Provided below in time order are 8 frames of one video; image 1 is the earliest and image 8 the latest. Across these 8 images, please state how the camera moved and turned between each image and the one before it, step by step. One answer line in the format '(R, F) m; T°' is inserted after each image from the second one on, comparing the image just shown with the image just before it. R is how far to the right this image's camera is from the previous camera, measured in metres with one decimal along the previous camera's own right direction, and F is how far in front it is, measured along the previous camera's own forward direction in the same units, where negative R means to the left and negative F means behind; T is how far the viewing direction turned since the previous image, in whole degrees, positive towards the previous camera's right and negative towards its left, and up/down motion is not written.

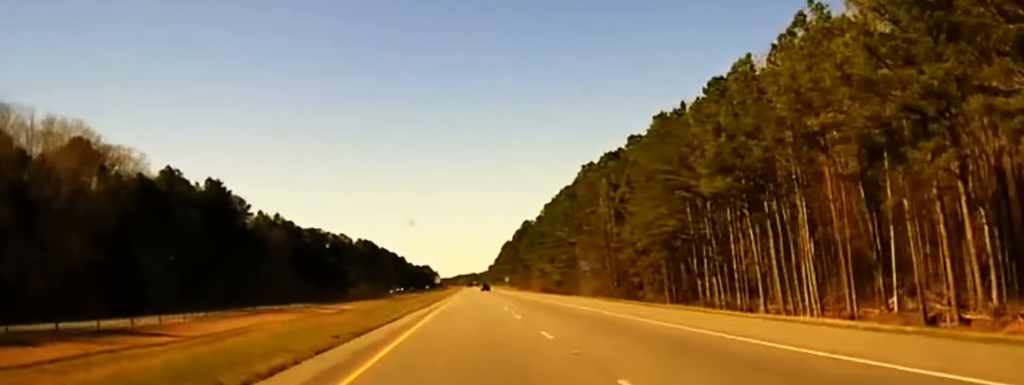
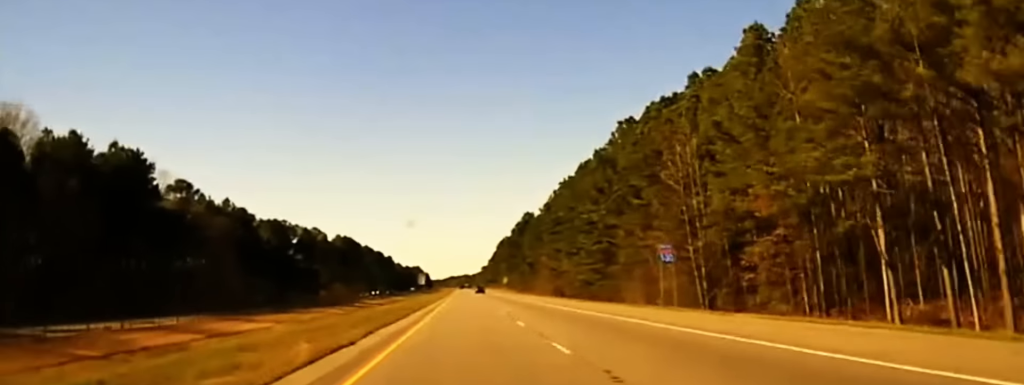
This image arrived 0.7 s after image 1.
(+0.2, +40.5) m; 0°
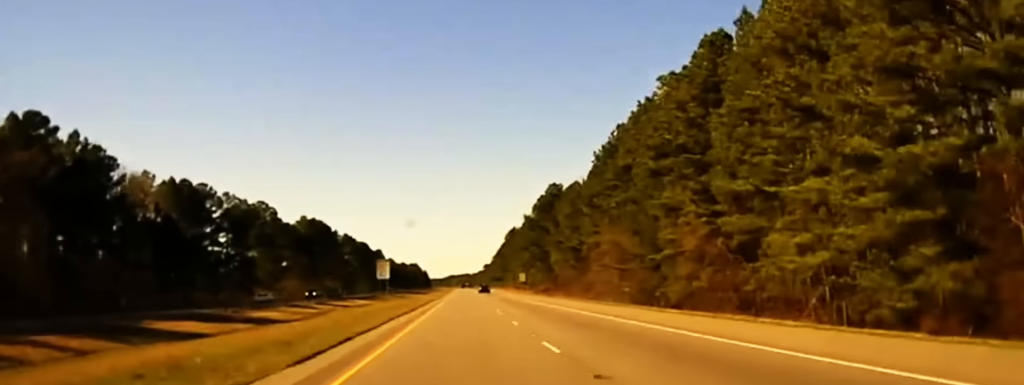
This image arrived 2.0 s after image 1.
(-0.7, +72.5) m; -1°
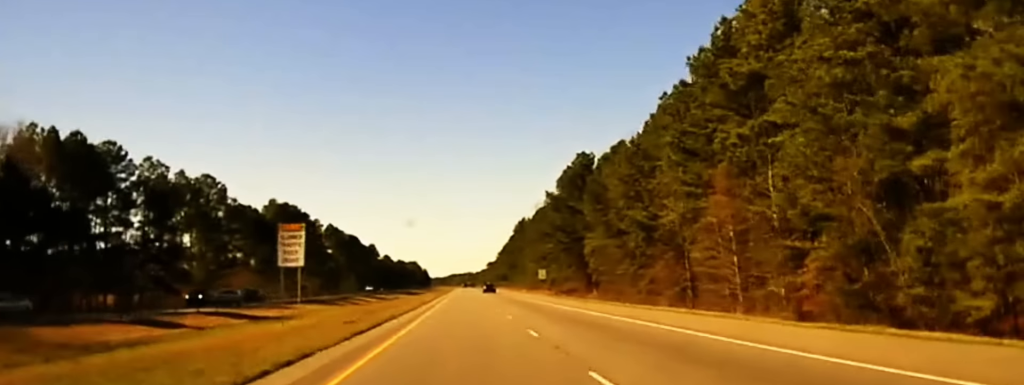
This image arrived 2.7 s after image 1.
(0.0, +43.5) m; 0°
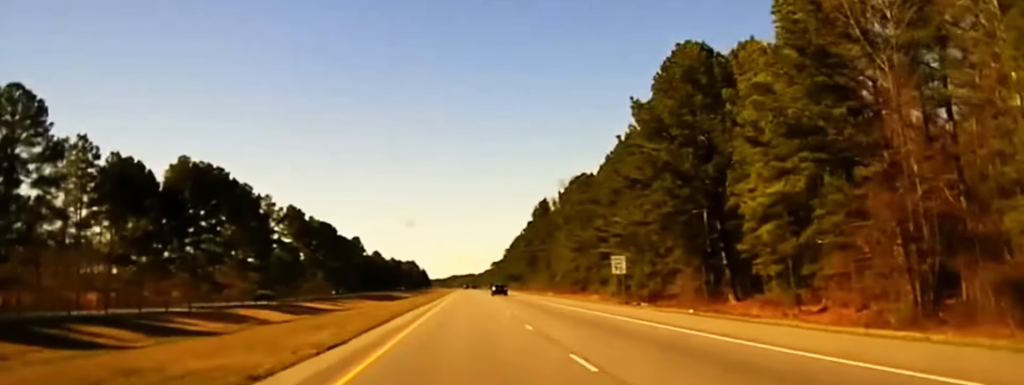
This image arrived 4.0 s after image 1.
(+0.1, +69.1) m; 0°
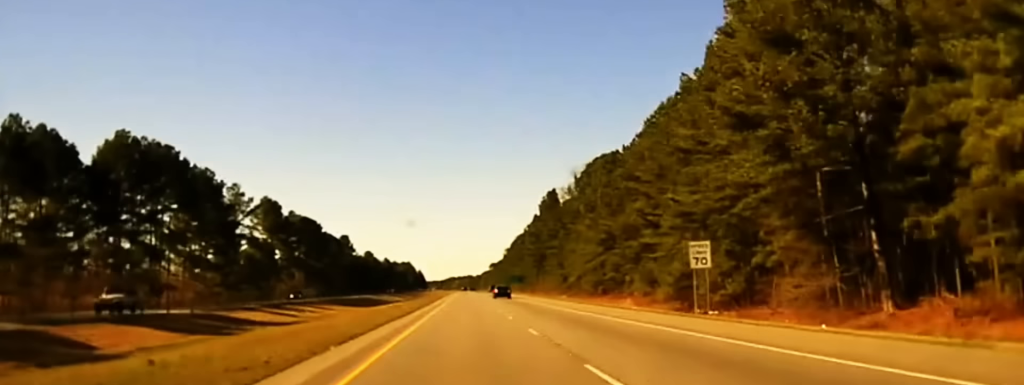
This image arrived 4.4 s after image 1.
(-0.1, +26.0) m; 0°
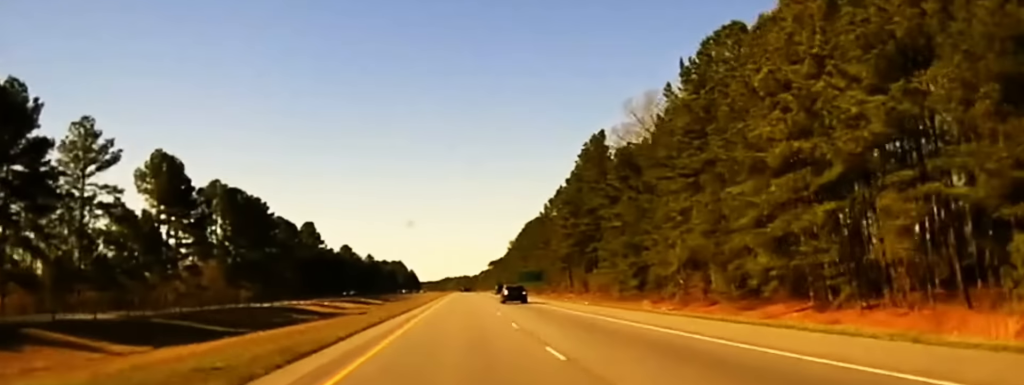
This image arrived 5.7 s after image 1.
(+0.5, +68.2) m; +1°
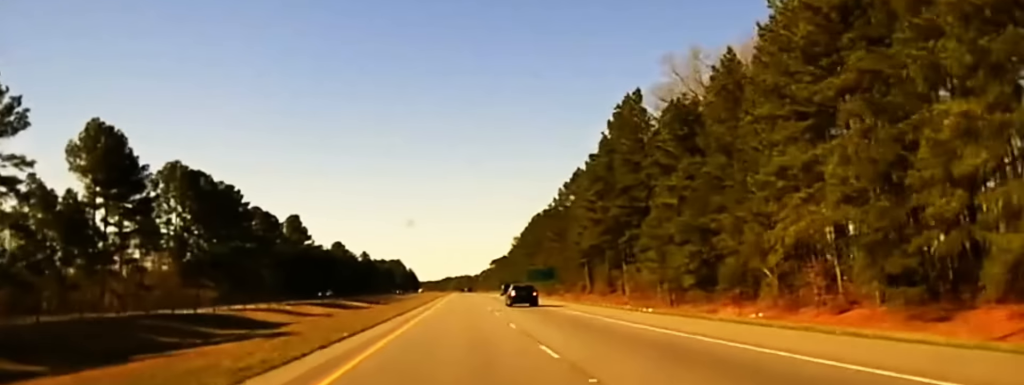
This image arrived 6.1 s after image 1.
(+0.1, +23.9) m; 0°
